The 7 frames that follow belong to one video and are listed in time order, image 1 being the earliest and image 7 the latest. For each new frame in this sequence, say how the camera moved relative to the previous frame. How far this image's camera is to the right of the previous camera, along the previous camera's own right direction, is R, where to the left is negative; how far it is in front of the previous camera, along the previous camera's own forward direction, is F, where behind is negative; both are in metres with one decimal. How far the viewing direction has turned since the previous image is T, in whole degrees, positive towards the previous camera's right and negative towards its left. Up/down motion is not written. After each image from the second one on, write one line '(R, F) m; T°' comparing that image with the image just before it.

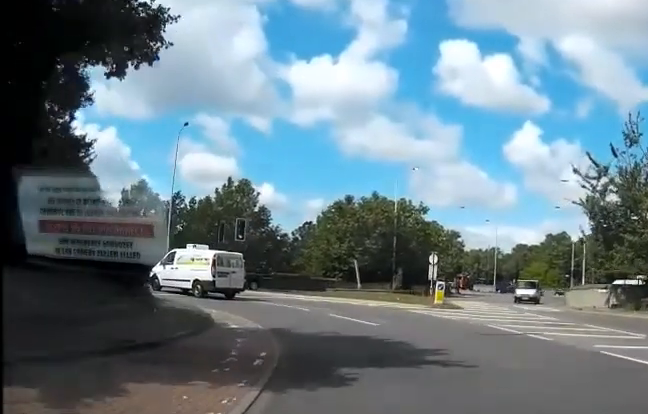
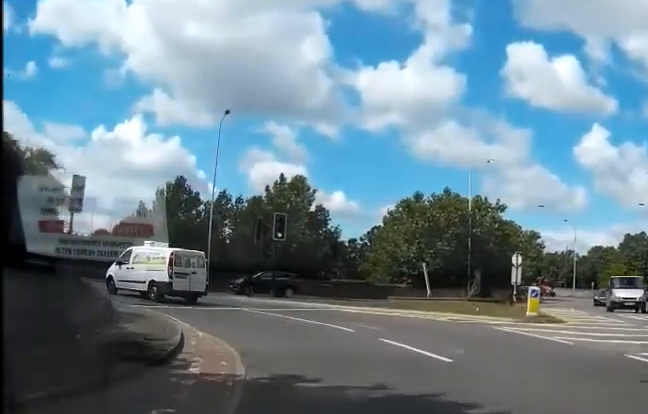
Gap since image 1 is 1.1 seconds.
(-0.5, +5.8) m; -10°
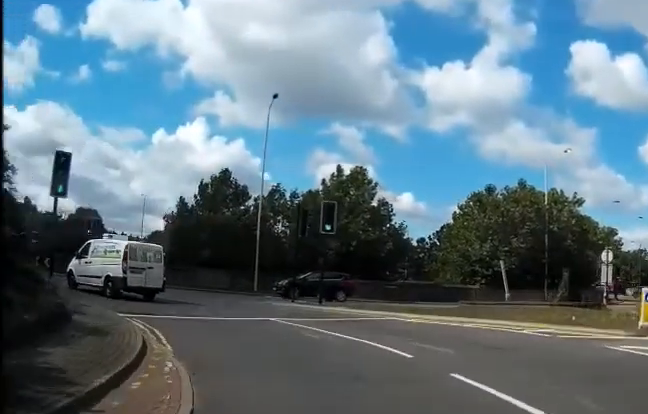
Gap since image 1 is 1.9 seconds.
(-0.3, +4.4) m; -9°
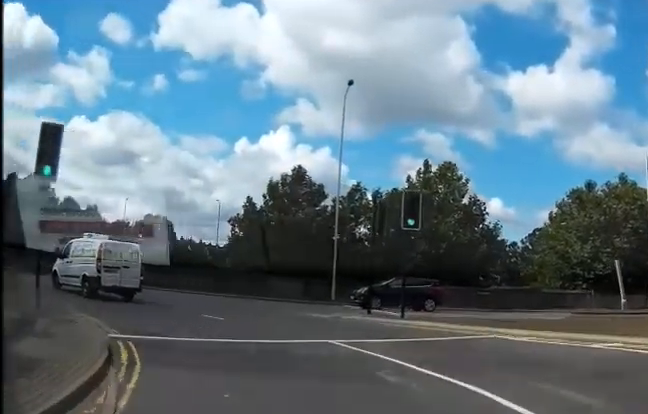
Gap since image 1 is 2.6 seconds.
(-0.1, +4.1) m; -10°
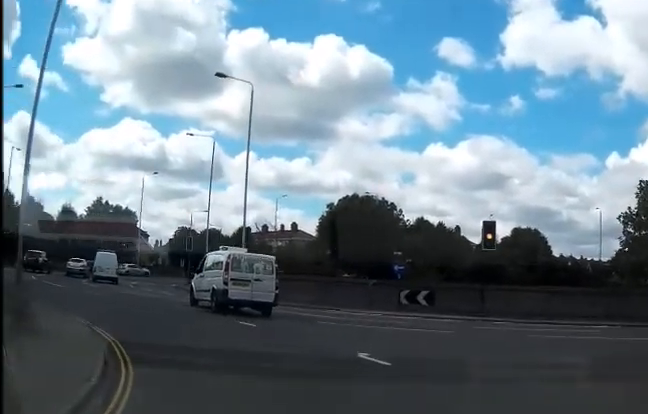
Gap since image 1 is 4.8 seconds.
(-2.7, +10.0) m; -41°
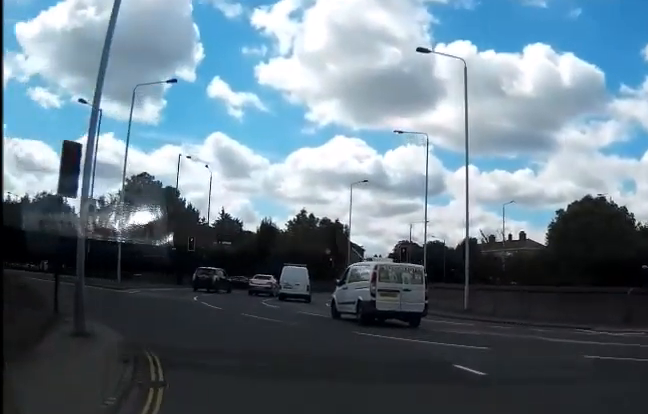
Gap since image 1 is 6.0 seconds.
(-1.8, +5.4) m; -20°
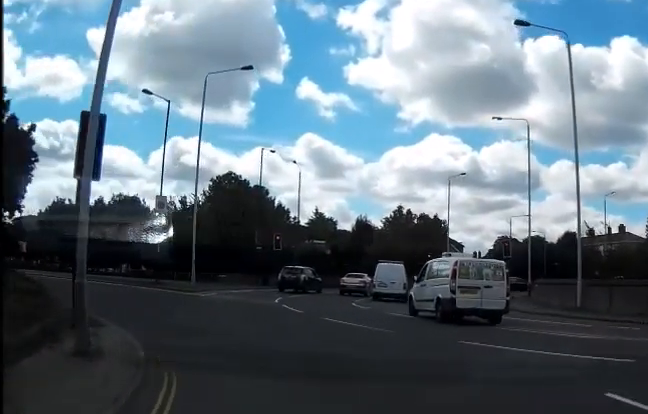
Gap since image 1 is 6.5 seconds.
(0.0, +2.6) m; -1°
